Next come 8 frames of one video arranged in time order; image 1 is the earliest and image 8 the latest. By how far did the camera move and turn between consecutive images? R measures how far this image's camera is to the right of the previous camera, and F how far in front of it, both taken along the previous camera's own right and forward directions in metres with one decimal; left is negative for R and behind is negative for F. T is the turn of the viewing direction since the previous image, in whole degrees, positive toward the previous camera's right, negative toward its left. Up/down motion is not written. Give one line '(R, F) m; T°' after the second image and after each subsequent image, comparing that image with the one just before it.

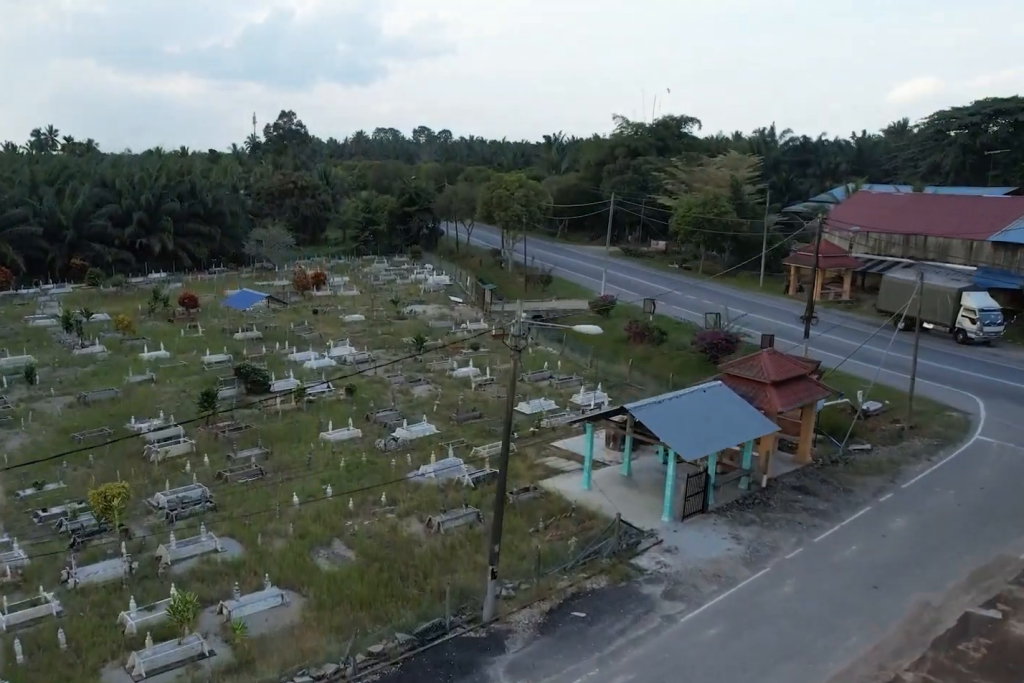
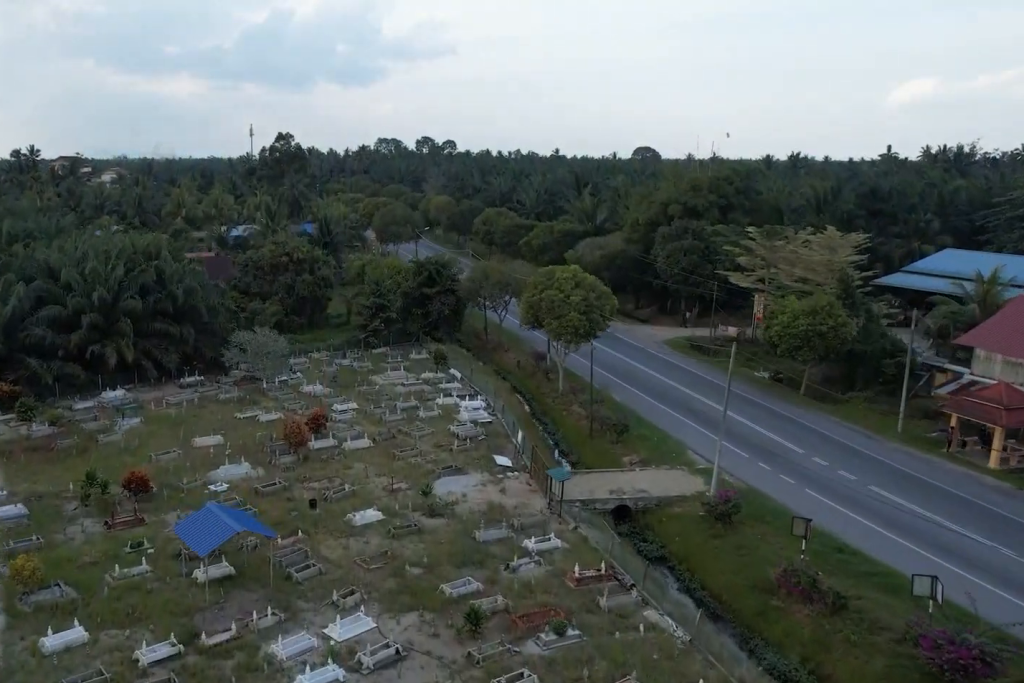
(+2.5, +19.2) m; +8°
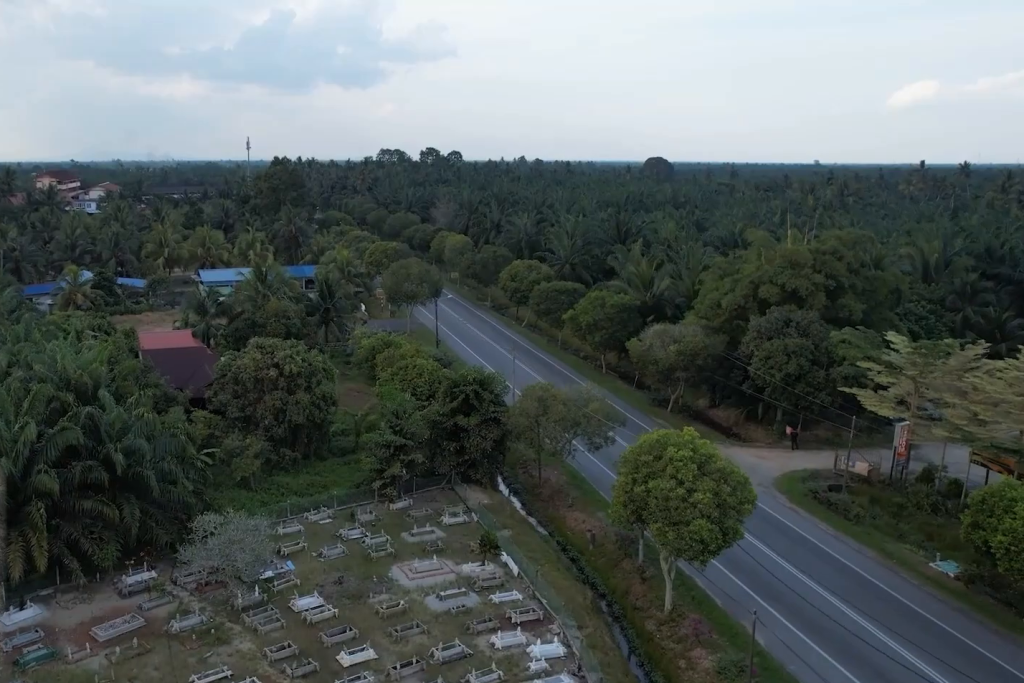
(-0.1, +22.1) m; -1°
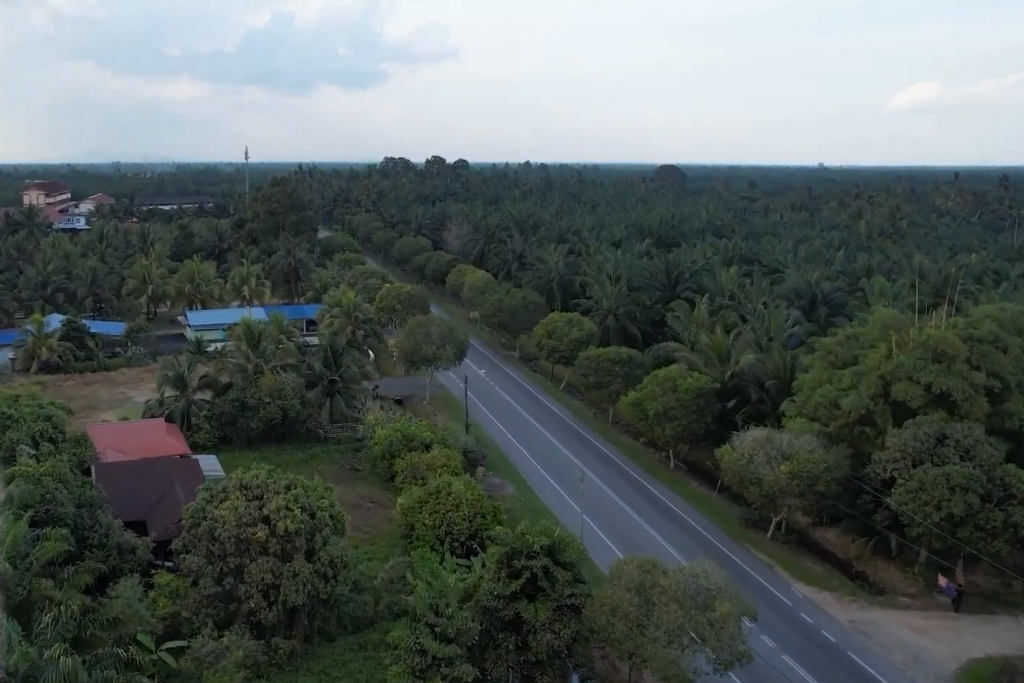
(0.0, +18.1) m; 0°
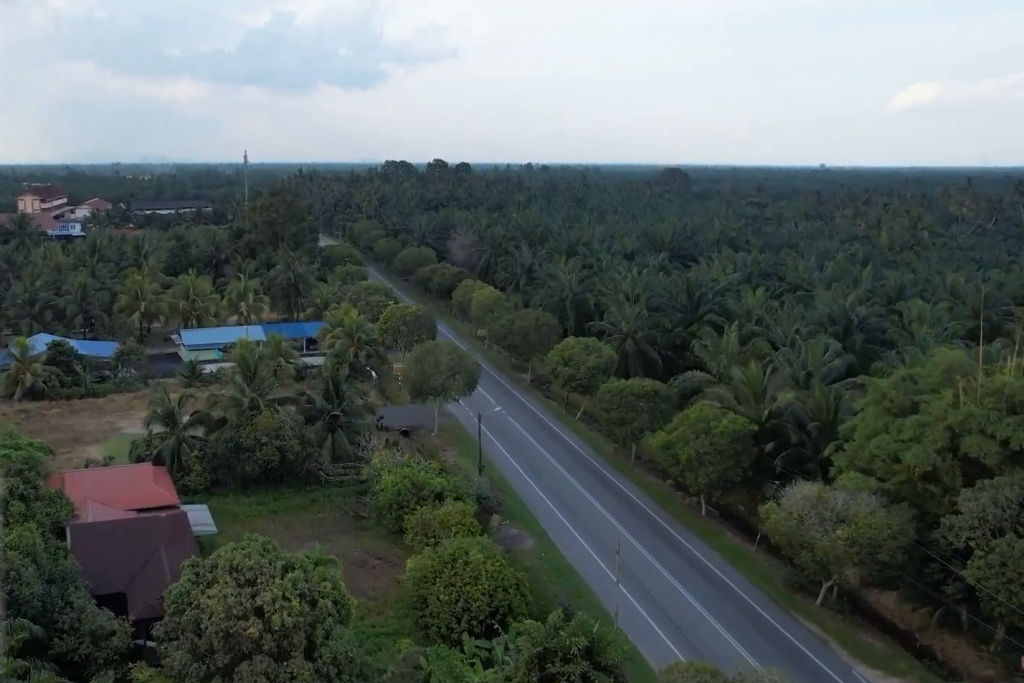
(0.0, +6.4) m; +1°
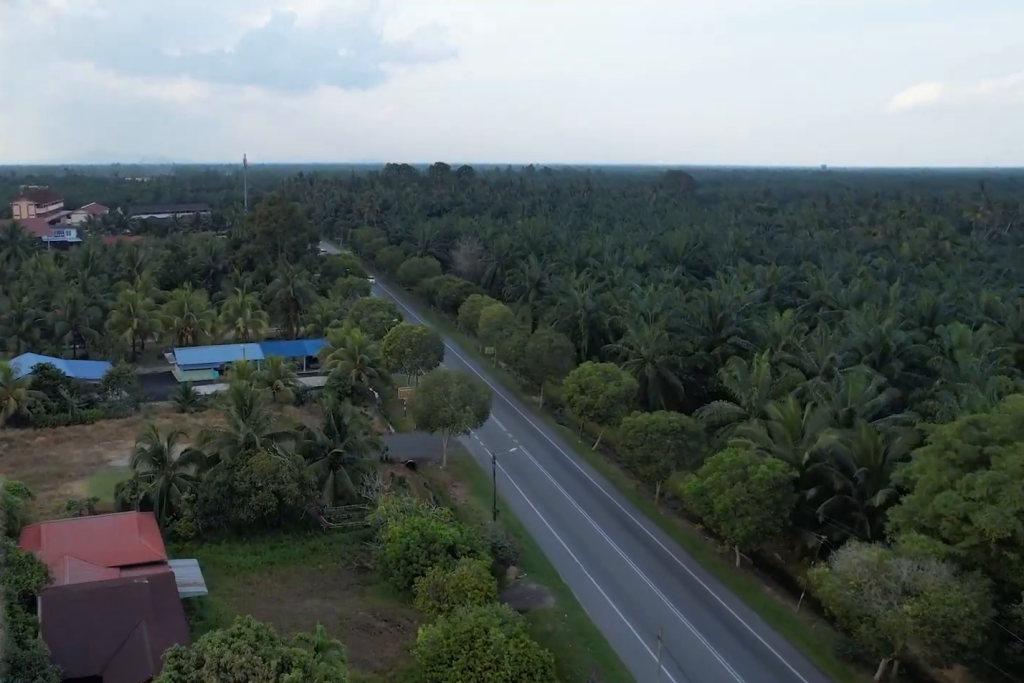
(0.0, +5.8) m; +1°
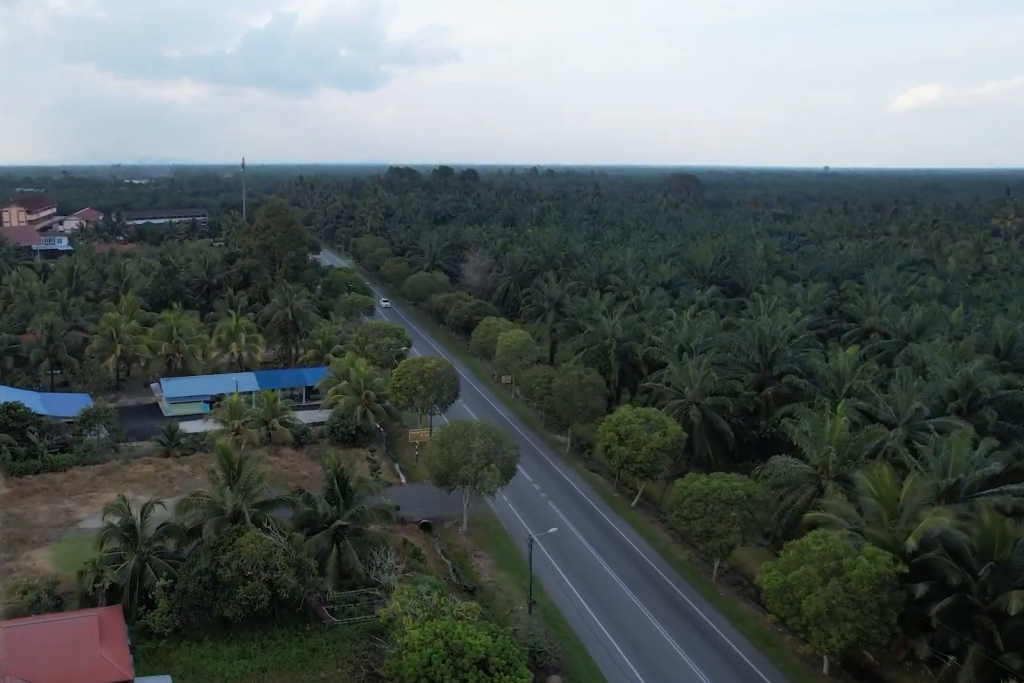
(+0.4, +11.7) m; -2°
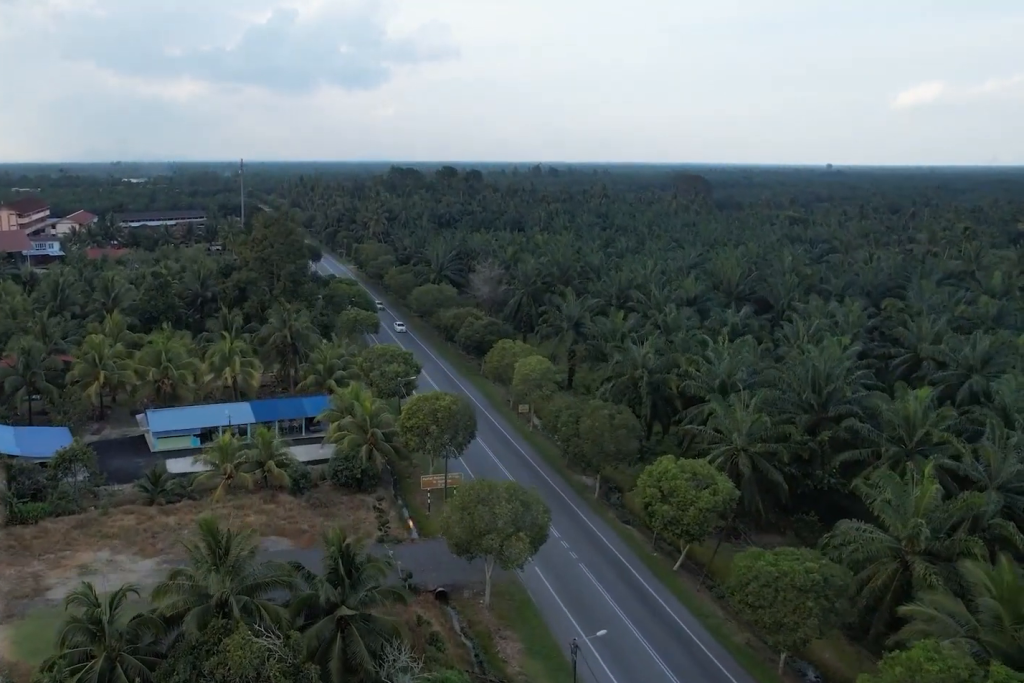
(-0.5, +10.0) m; -1°
